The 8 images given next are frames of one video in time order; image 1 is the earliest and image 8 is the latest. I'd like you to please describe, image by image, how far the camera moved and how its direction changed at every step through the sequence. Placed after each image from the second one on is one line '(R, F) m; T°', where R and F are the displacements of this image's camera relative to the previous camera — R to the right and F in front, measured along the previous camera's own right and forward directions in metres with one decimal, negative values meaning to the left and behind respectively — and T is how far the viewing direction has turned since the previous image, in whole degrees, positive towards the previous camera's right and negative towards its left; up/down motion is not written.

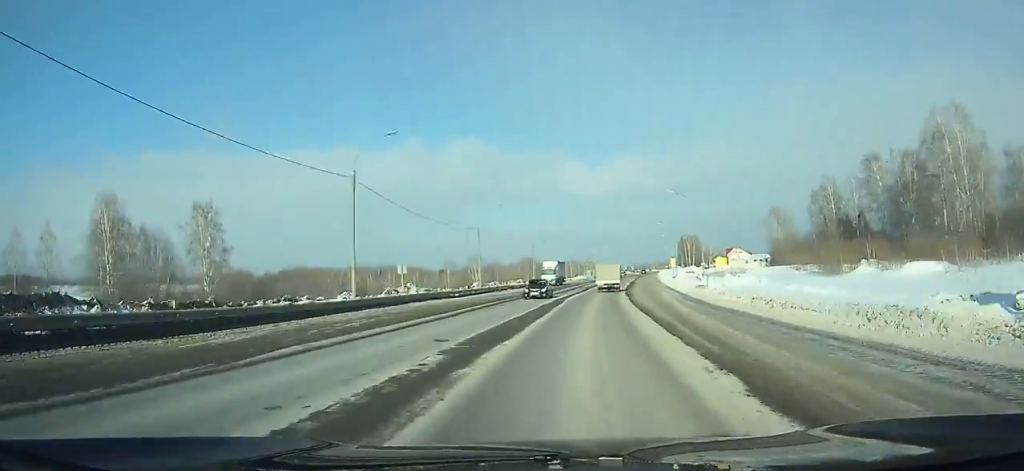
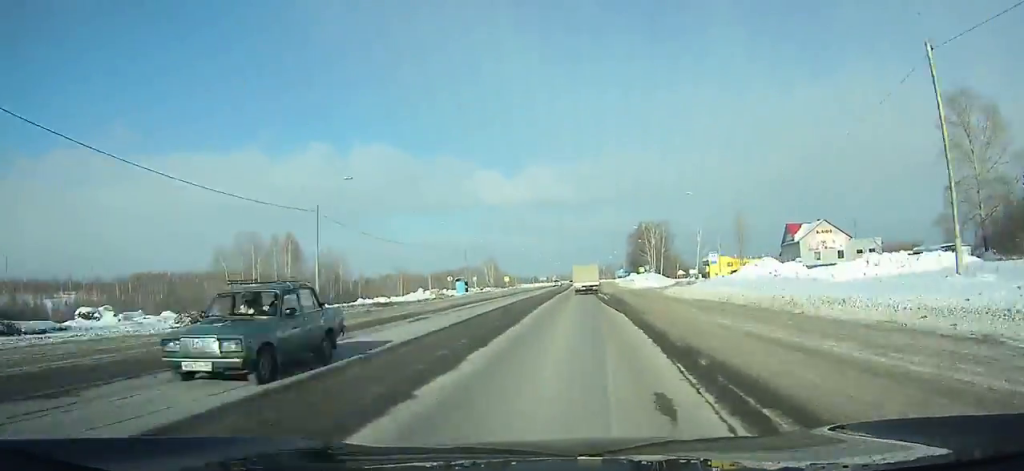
(+9.2, +130.2) m; +6°
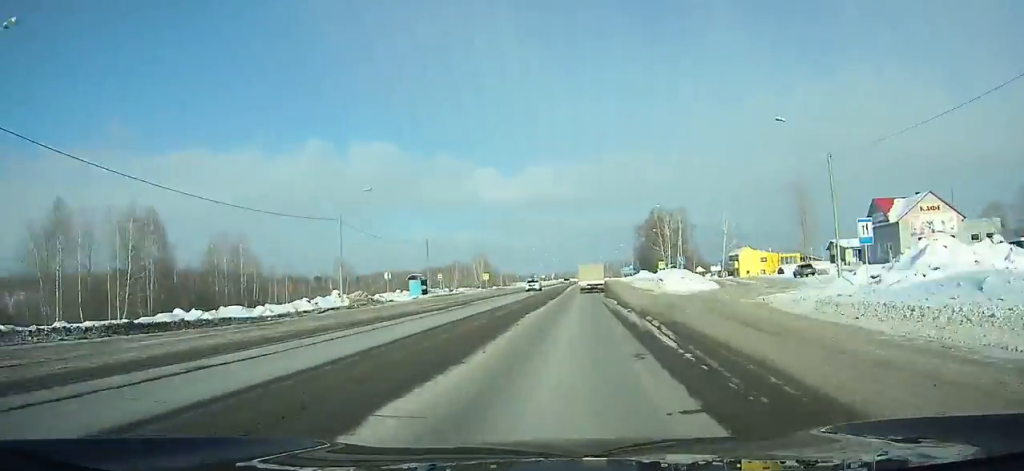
(+0.1, +29.0) m; +1°
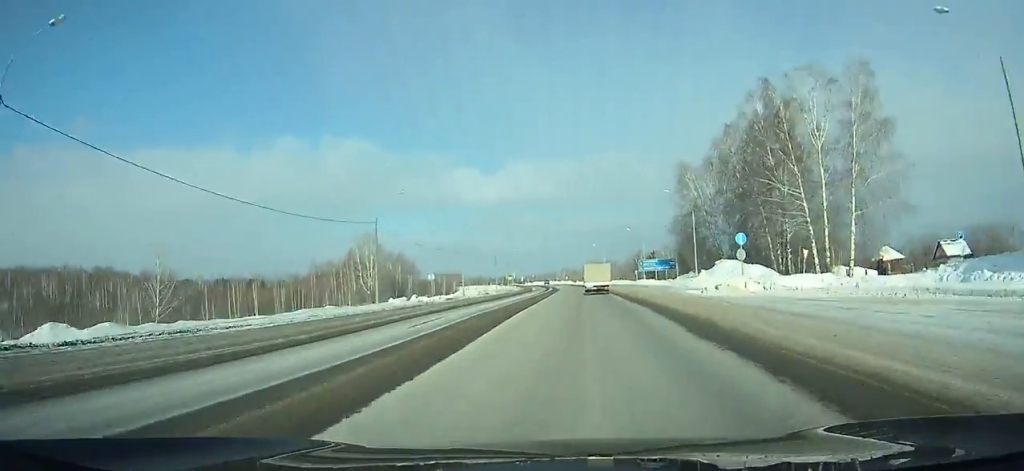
(+1.6, +106.2) m; +1°
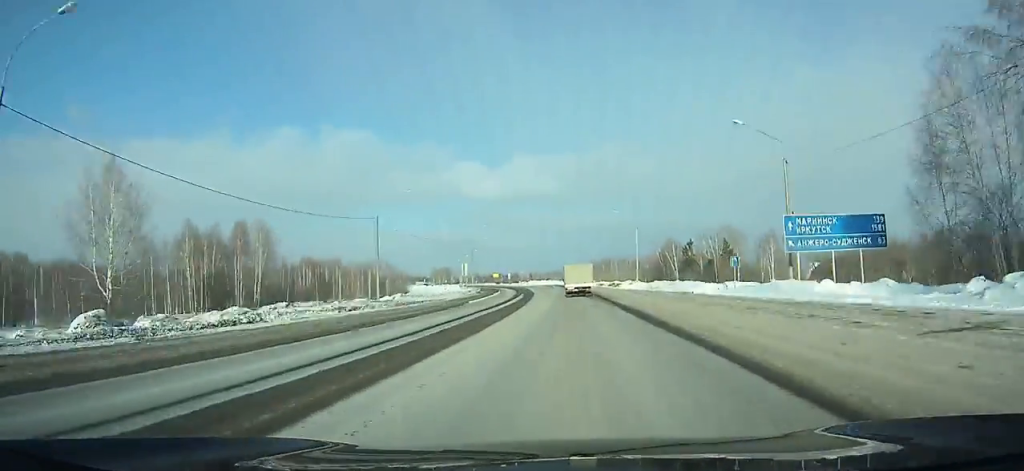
(+0.1, +70.9) m; -1°
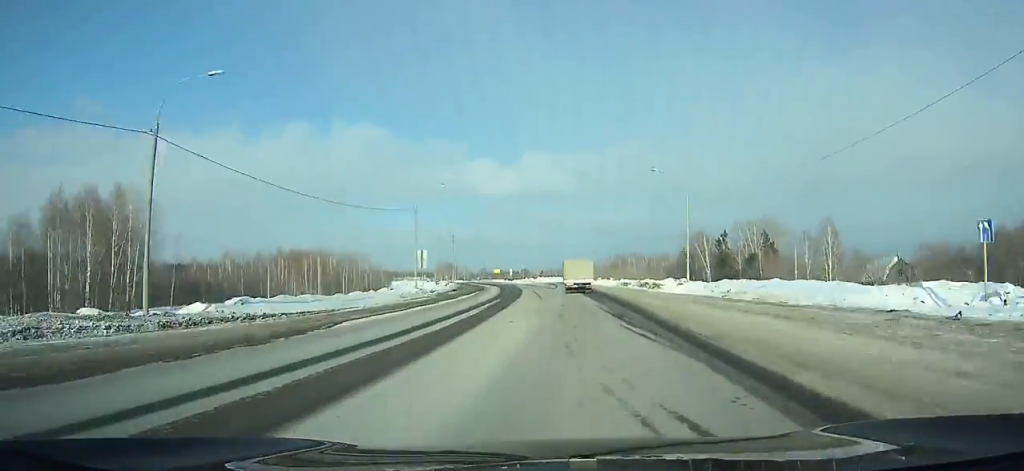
(-0.2, +26.8) m; -1°
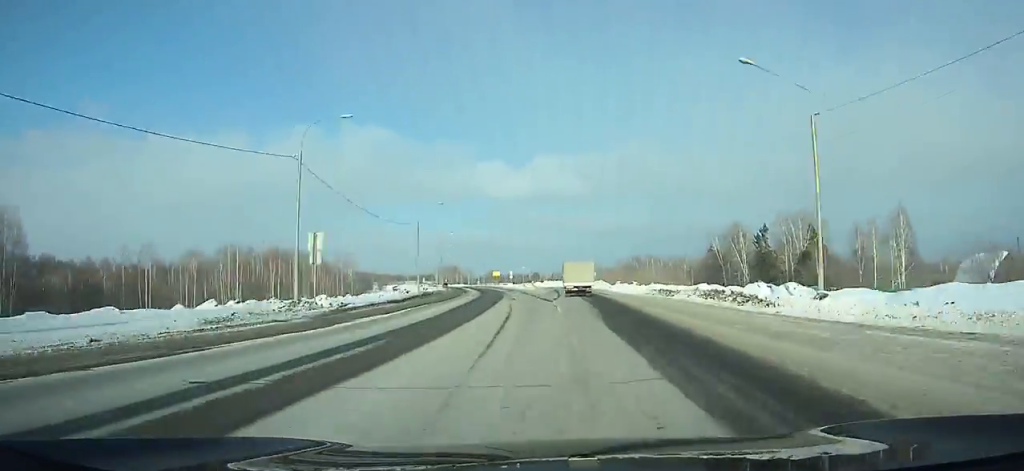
(-0.2, +24.6) m; -1°
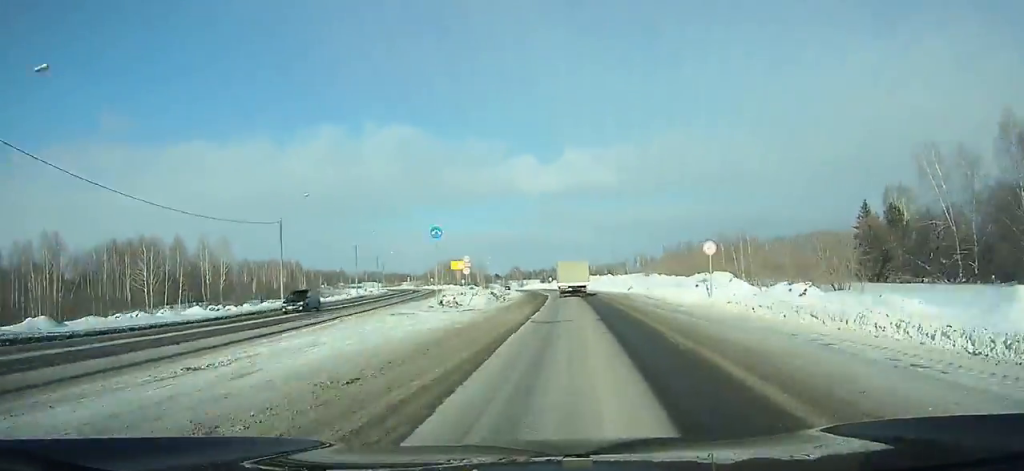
(-2.4, +85.9) m; -4°
